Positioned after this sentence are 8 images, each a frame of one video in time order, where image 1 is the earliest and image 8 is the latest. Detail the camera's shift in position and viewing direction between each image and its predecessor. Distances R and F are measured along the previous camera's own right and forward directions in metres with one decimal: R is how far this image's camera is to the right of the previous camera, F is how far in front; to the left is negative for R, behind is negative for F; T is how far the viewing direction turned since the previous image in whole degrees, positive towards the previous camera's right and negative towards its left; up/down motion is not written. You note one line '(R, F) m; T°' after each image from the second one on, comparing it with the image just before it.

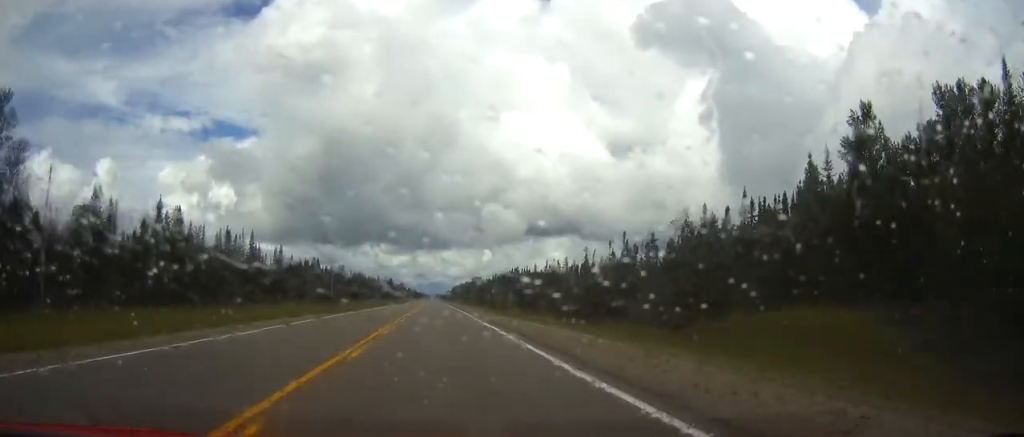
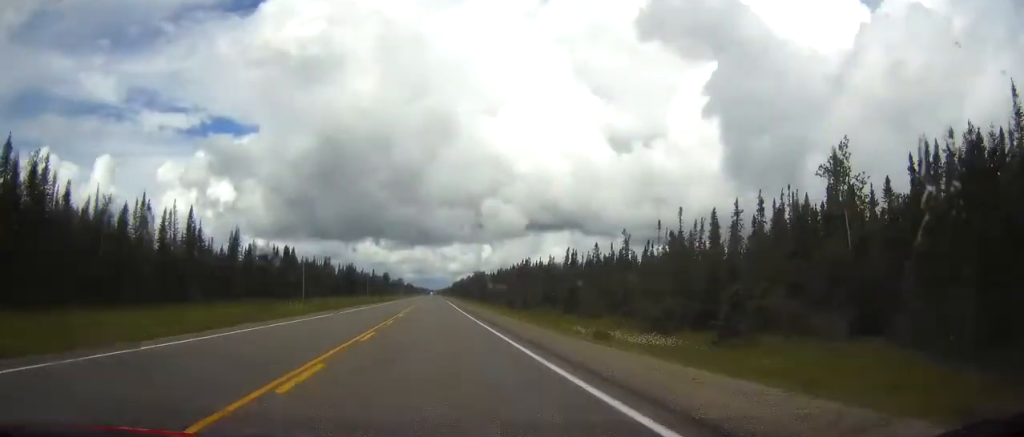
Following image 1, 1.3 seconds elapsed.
(0.0, +40.2) m; 0°
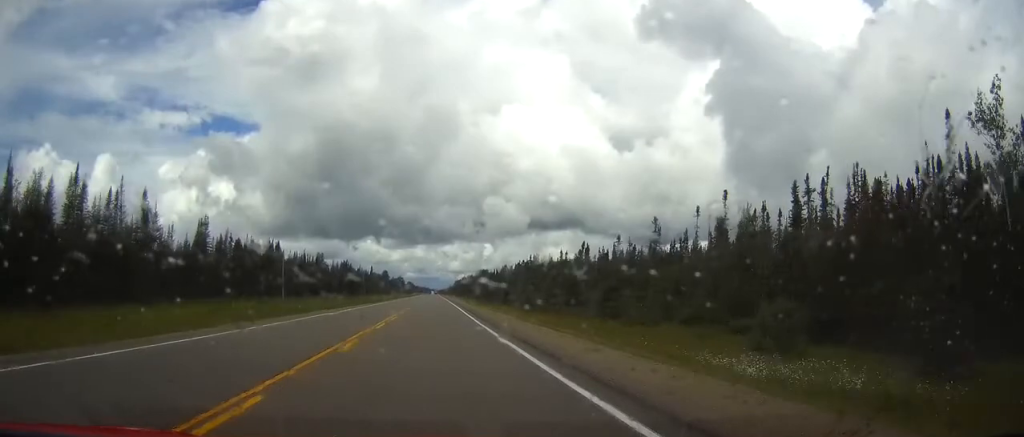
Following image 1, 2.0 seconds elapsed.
(0.0, +20.5) m; 0°
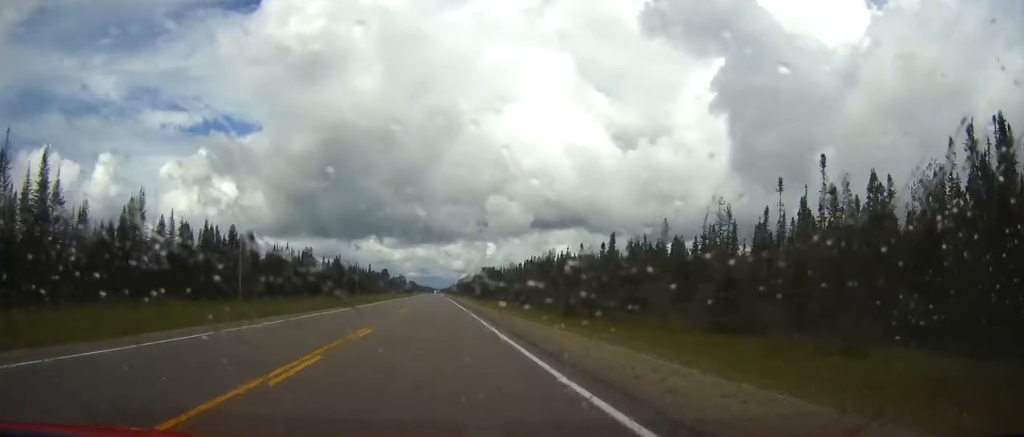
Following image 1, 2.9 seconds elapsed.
(+0.1, +29.8) m; 0°
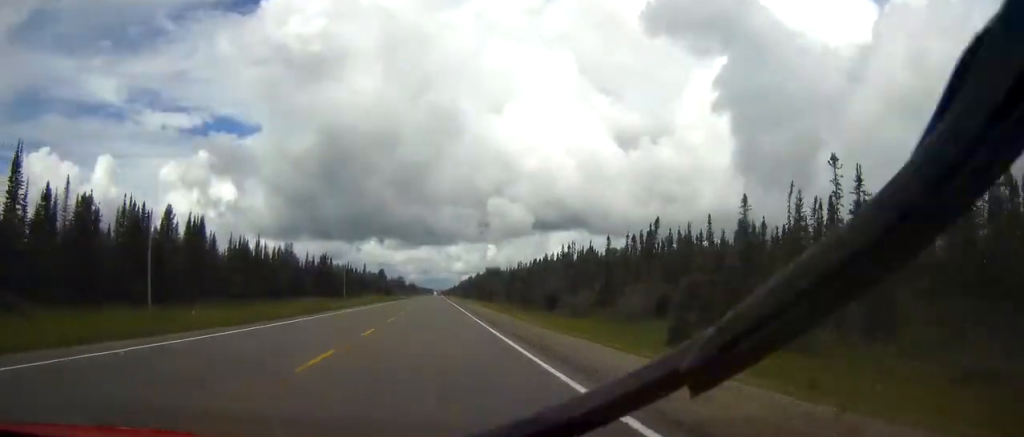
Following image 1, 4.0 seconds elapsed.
(-0.1, +32.7) m; 0°
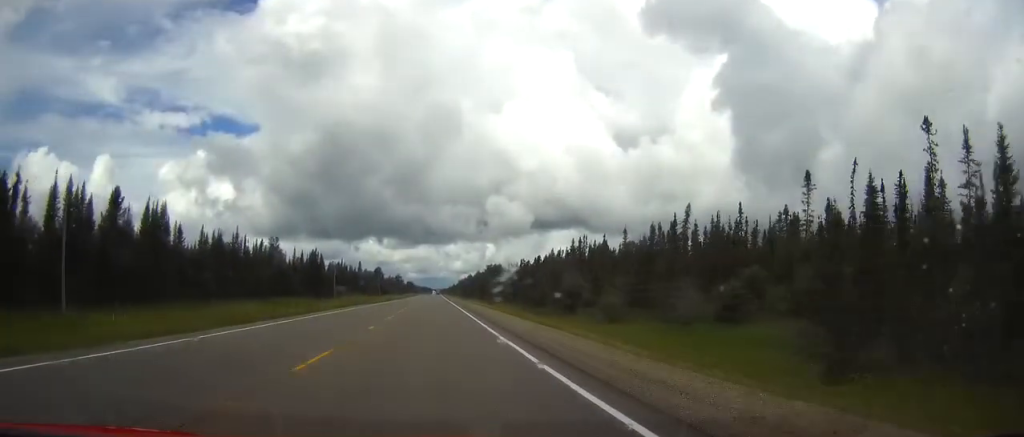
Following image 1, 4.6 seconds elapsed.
(0.0, +17.3) m; 0°
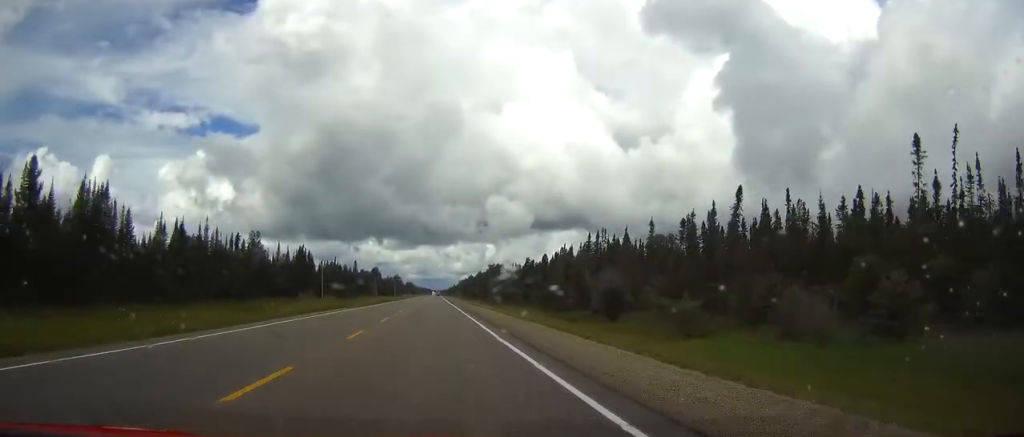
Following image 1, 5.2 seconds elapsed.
(+0.1, +20.4) m; 0°
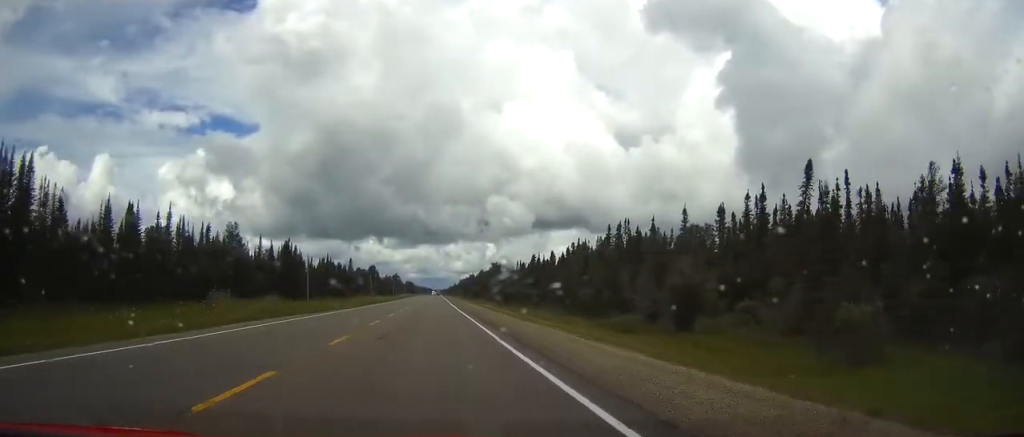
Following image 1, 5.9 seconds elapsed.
(0.0, +19.3) m; 0°
